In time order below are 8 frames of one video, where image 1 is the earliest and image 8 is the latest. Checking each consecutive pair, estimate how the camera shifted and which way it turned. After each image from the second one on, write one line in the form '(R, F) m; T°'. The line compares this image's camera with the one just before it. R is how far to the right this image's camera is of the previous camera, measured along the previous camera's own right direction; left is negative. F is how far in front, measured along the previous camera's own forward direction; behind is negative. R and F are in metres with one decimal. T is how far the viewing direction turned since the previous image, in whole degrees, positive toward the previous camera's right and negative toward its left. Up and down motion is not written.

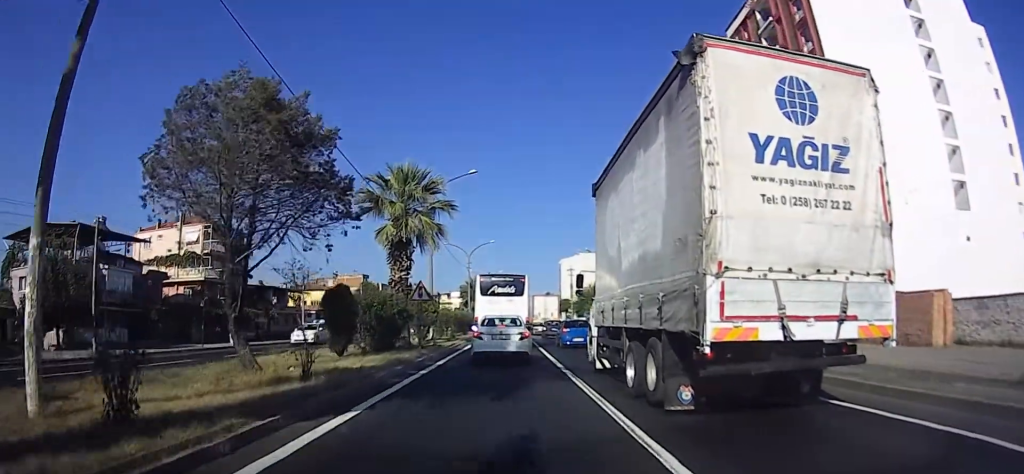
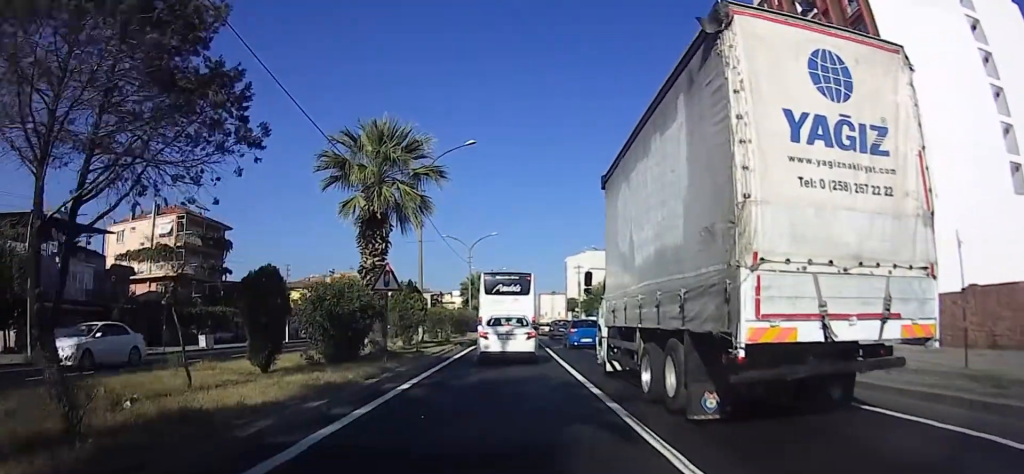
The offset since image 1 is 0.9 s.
(-0.1, +6.4) m; -1°
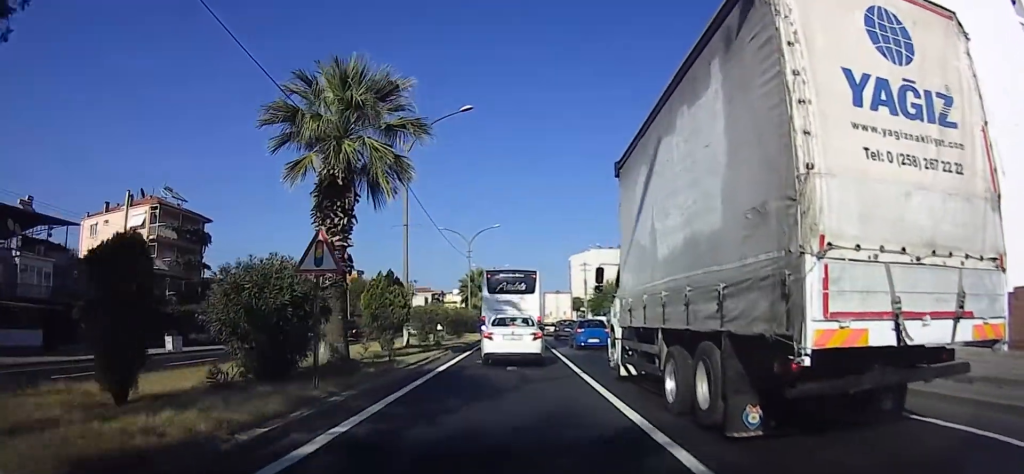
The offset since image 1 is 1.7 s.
(0.0, +5.5) m; -1°
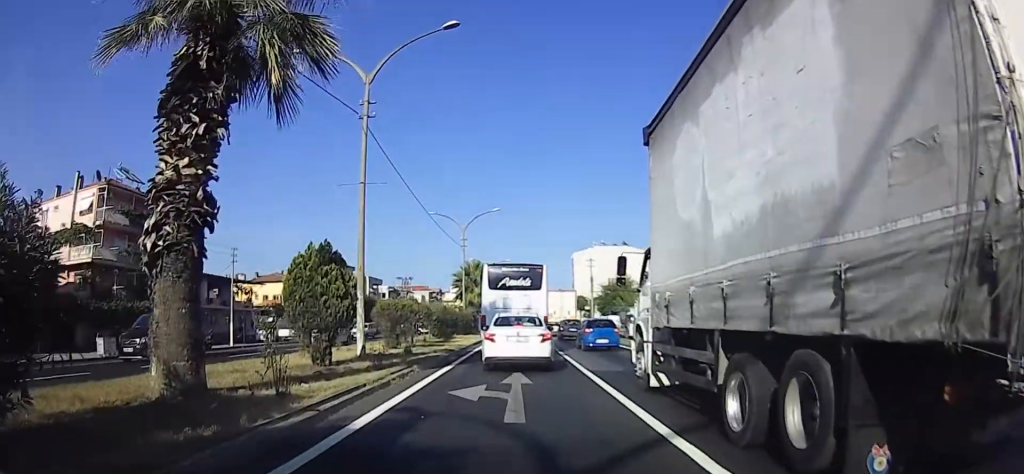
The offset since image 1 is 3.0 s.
(-0.1, +8.0) m; -1°
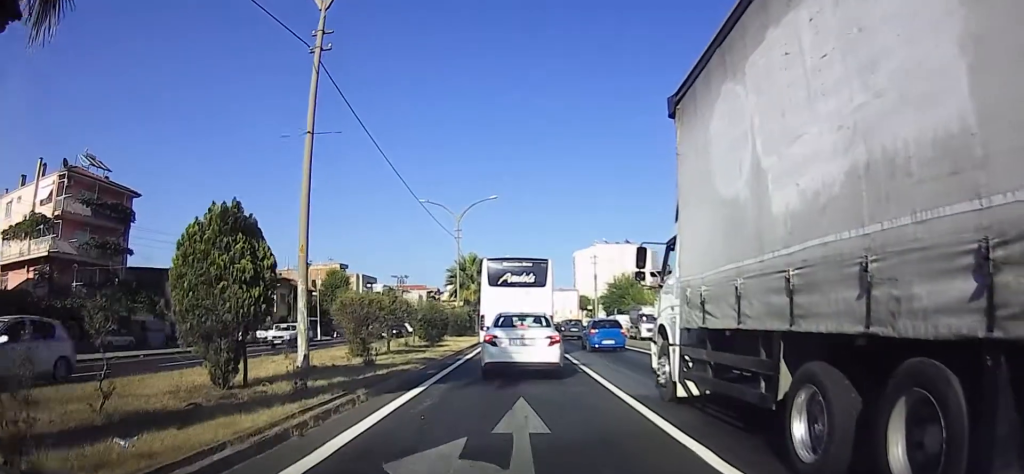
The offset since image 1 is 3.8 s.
(0.0, +5.1) m; +1°
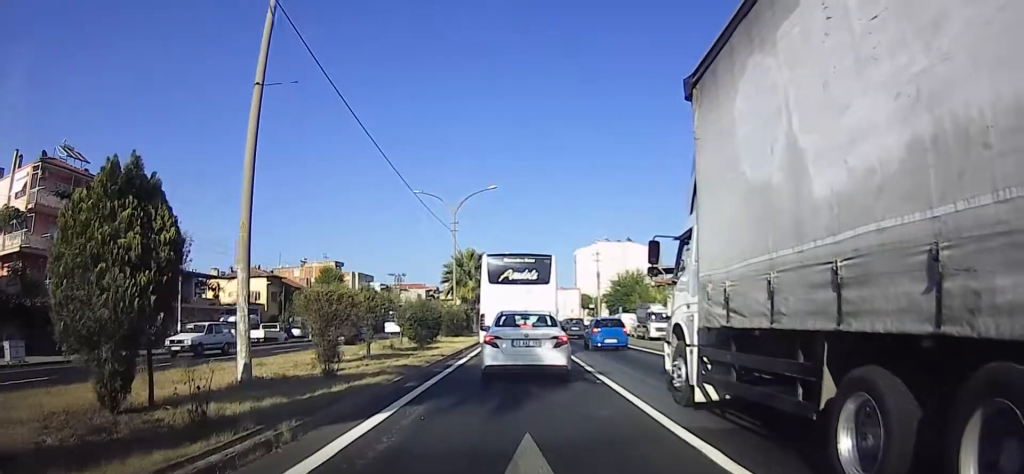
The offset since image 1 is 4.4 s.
(+0.1, +3.2) m; 0°
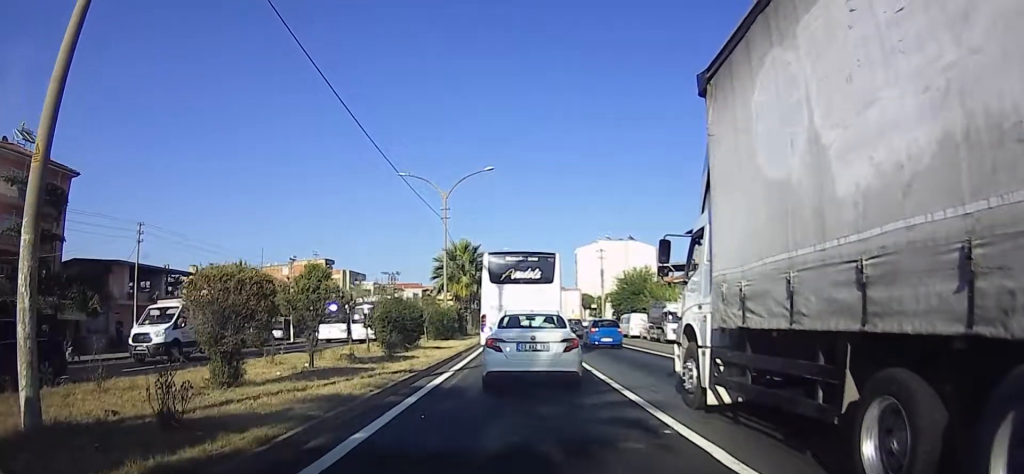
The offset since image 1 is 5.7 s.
(-0.1, +6.2) m; 0°
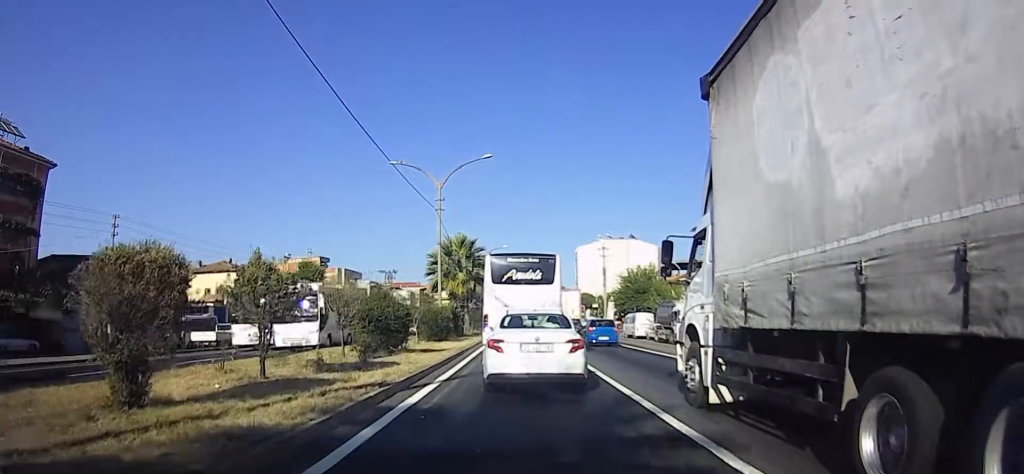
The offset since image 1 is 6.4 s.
(0.0, +2.9) m; 0°
